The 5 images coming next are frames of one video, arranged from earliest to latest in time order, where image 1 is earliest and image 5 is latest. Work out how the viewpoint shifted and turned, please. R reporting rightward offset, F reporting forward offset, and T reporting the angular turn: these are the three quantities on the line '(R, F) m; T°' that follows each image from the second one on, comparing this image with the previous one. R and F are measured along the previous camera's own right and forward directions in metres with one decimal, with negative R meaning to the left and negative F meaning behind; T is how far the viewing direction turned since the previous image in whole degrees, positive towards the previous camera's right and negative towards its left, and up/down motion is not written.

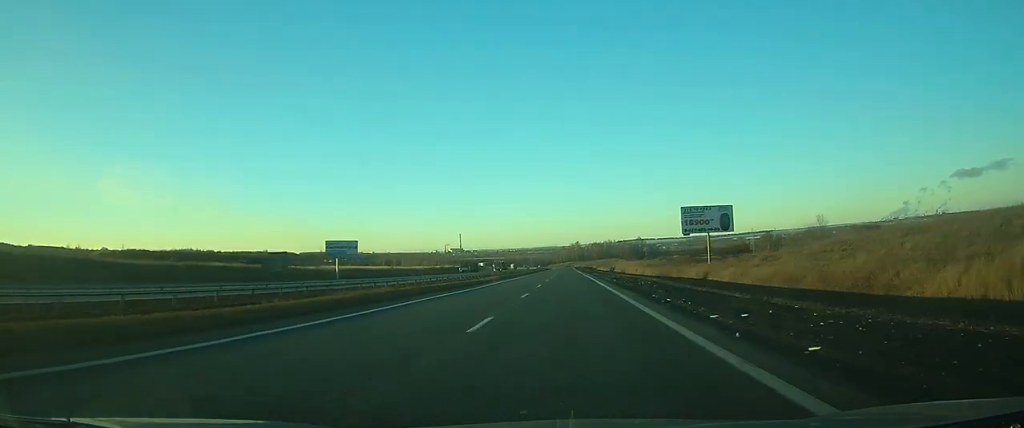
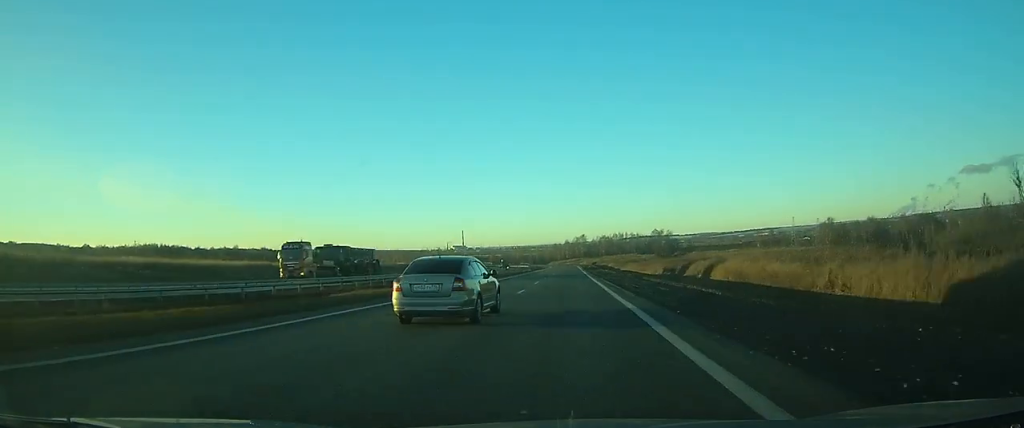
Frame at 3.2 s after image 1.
(-0.3, +85.0) m; 0°
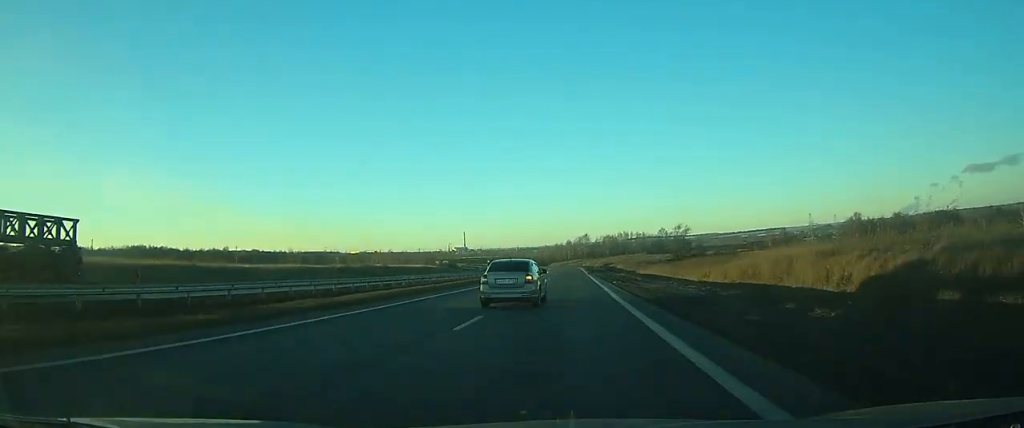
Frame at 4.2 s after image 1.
(0.0, +25.6) m; 0°
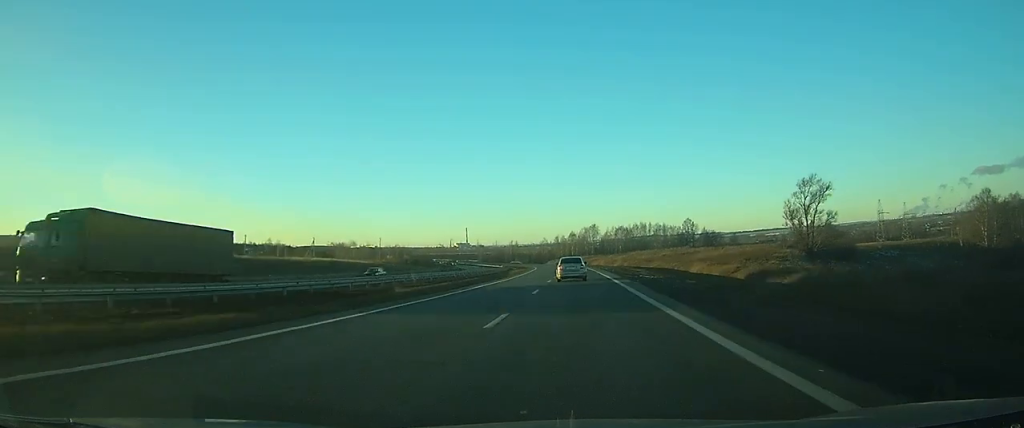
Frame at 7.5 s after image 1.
(-0.4, +80.9) m; -1°
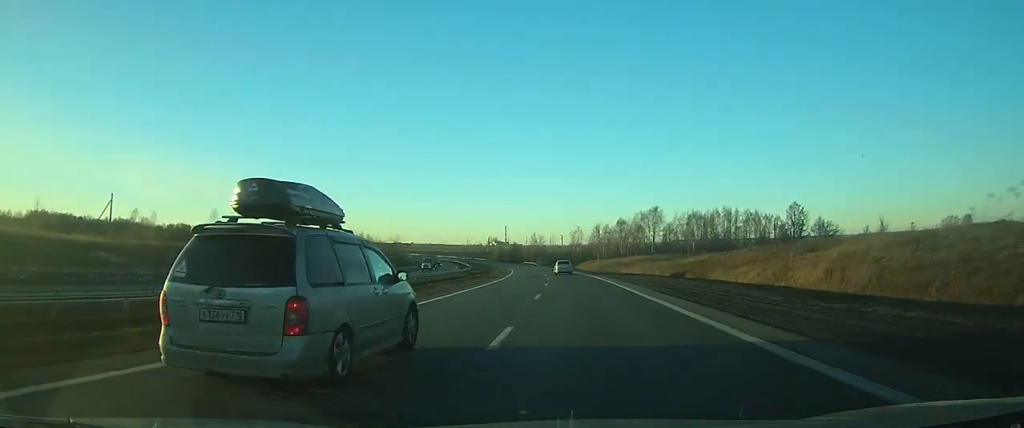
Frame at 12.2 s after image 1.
(-2.1, +123.7) m; -3°
